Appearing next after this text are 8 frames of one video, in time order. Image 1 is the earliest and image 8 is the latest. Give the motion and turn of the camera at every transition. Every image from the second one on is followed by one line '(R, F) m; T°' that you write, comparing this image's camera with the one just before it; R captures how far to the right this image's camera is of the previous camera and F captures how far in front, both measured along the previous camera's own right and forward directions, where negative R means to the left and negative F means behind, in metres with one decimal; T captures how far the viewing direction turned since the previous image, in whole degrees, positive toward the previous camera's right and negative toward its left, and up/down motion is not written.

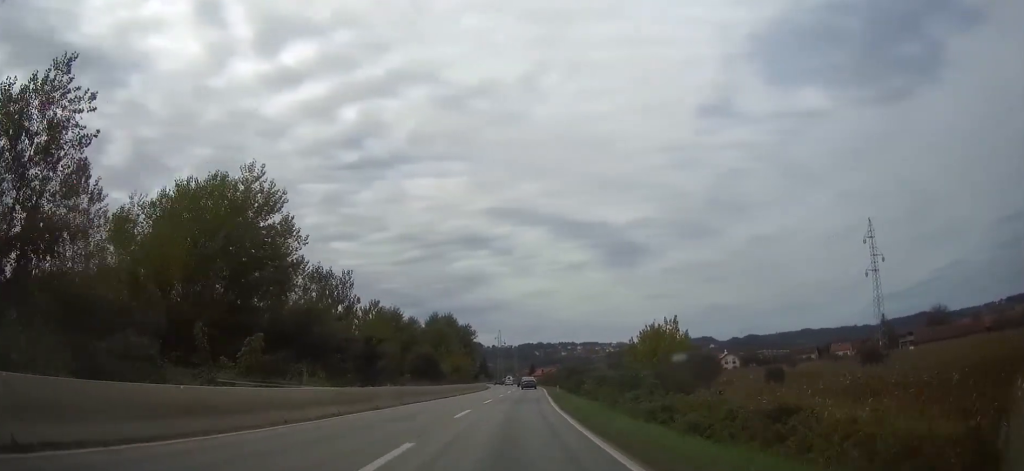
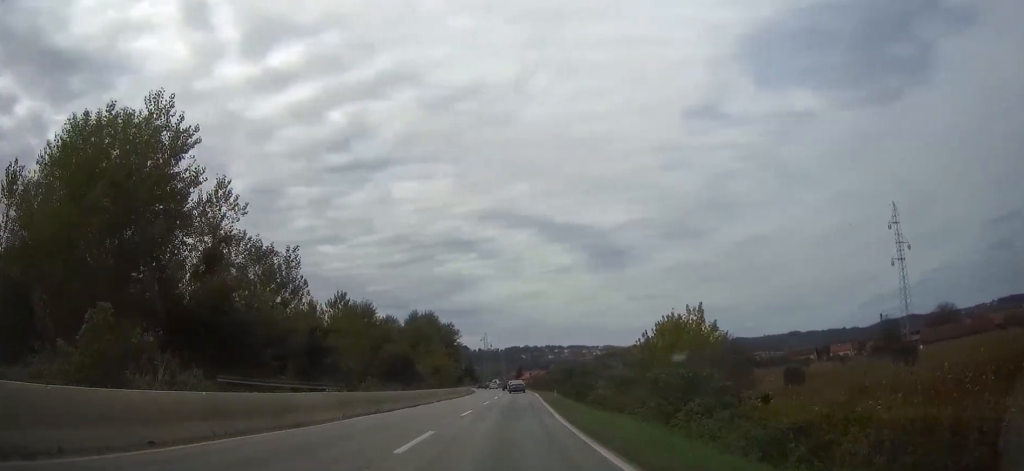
(+0.2, +11.4) m; +1°
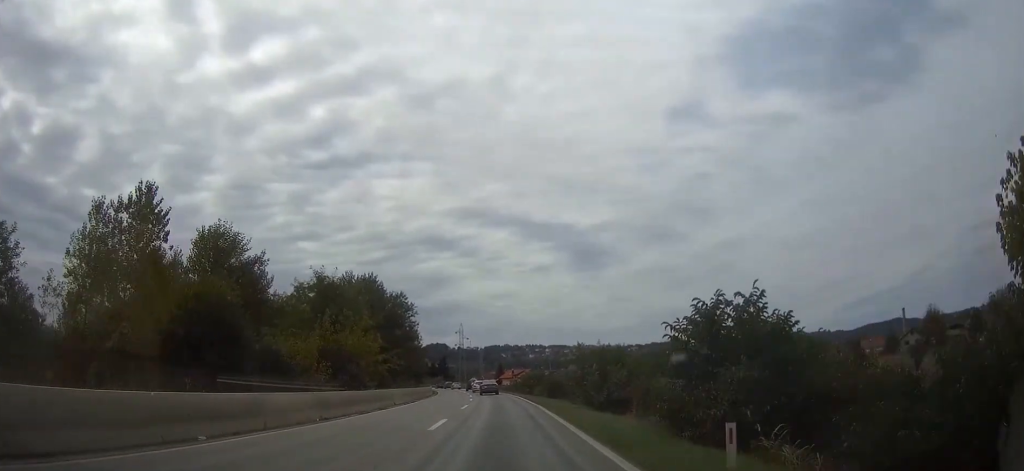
(+1.1, +38.7) m; +2°
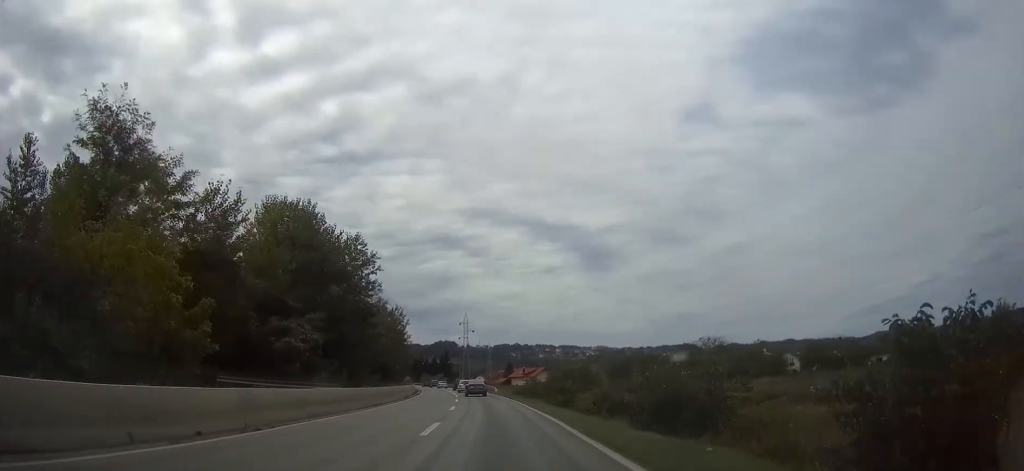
(+0.1, +31.2) m; 0°
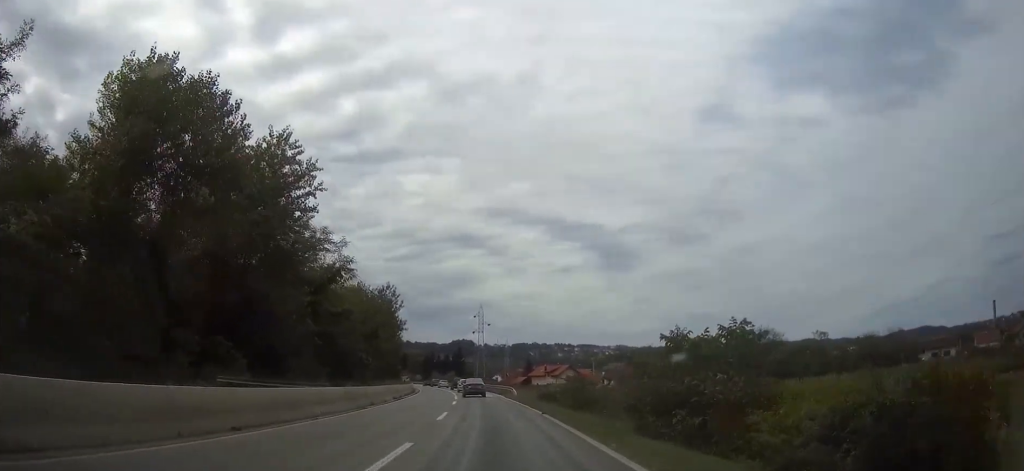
(-0.2, +22.6) m; -1°
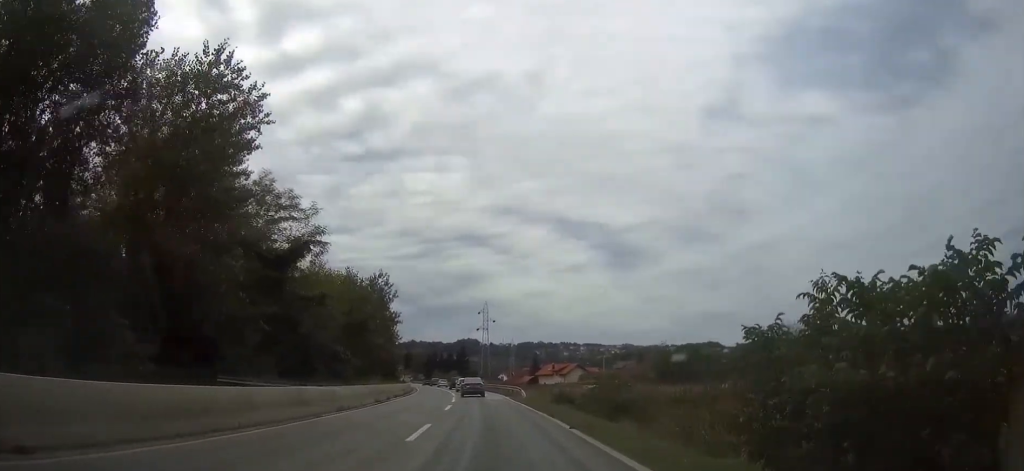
(-0.1, +8.6) m; -1°
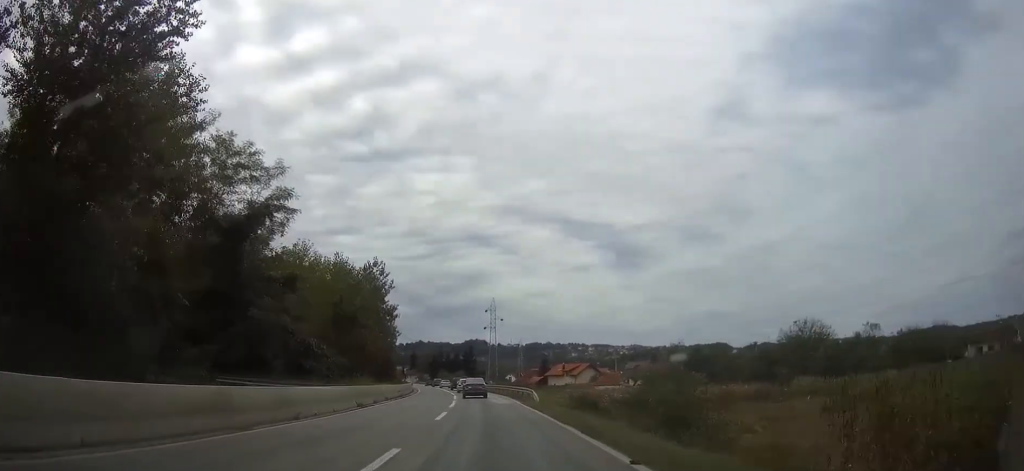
(0.0, +7.4) m; -1°
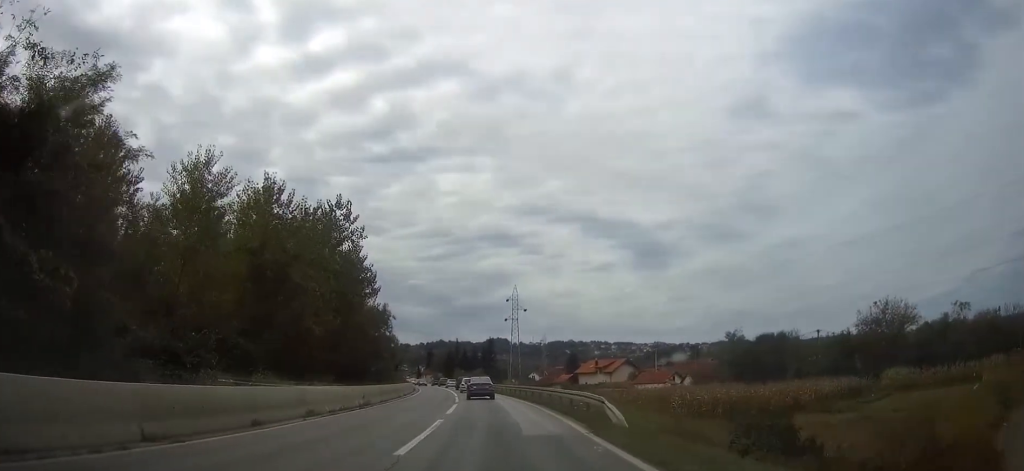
(-0.3, +22.2) m; -2°
